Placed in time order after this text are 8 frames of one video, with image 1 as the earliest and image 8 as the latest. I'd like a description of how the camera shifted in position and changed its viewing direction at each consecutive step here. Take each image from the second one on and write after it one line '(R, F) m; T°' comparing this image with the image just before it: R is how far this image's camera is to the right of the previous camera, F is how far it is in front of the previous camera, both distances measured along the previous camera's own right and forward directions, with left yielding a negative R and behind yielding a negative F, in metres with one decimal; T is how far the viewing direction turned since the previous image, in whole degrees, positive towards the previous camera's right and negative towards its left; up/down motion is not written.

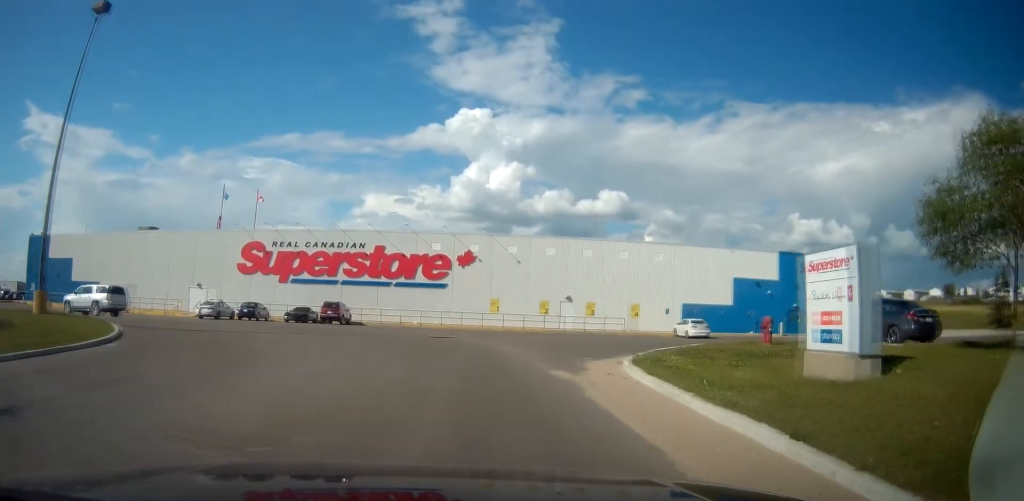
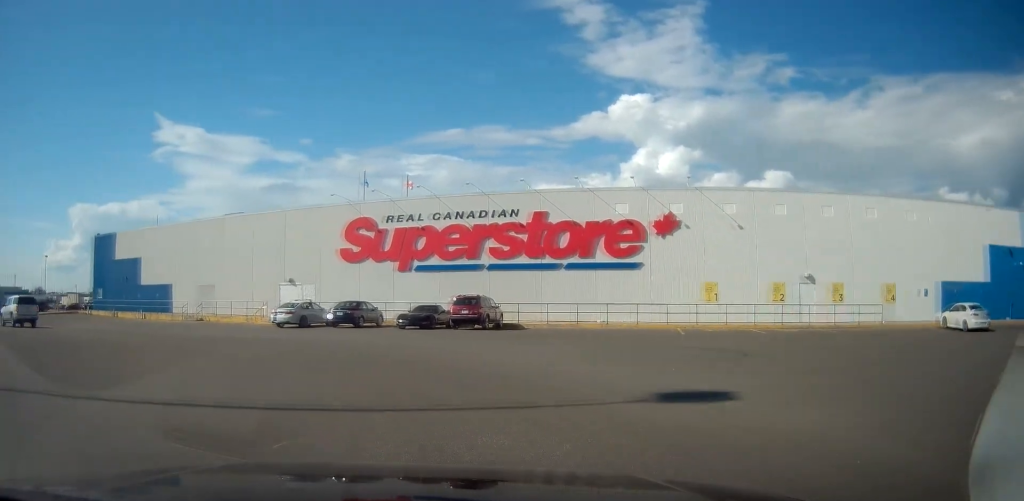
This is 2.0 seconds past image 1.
(-1.7, +15.2) m; -18°
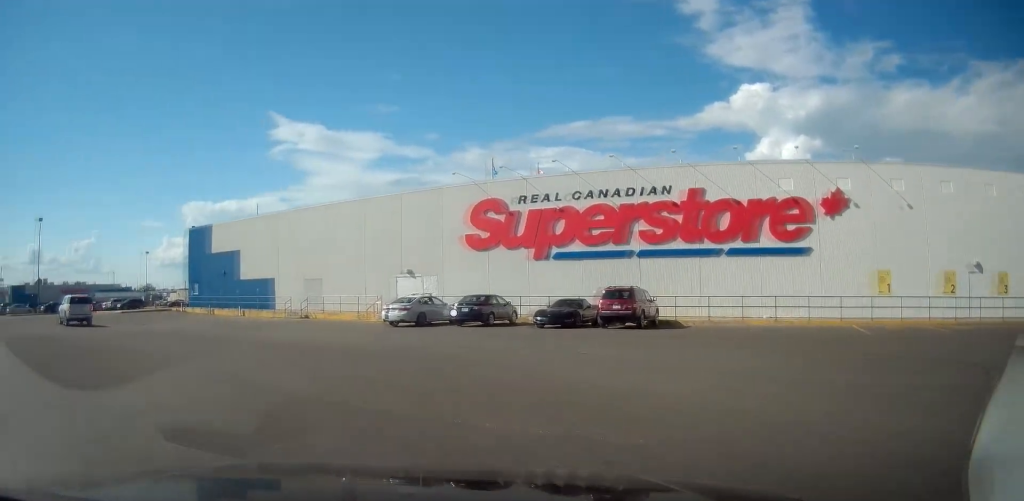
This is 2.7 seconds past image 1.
(-0.5, +5.0) m; -15°
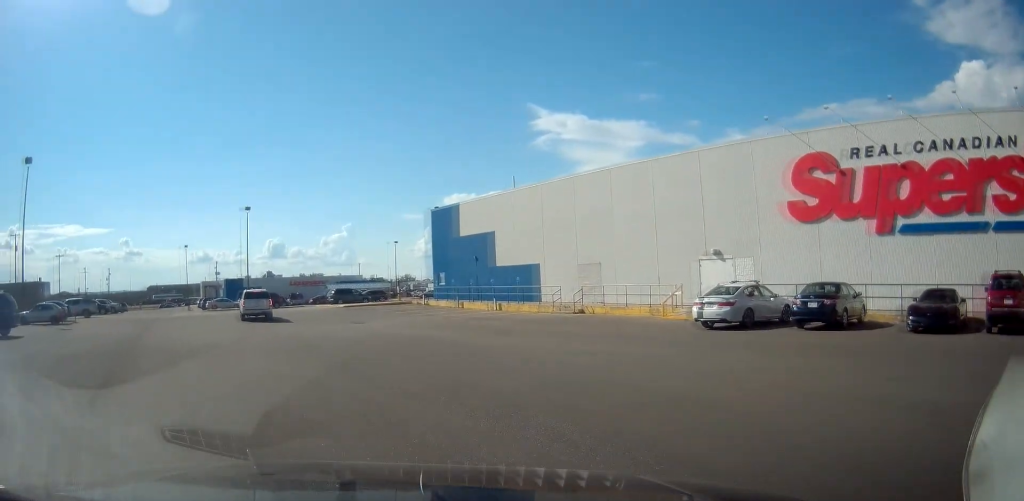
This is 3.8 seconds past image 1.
(-2.4, +8.3) m; -27°
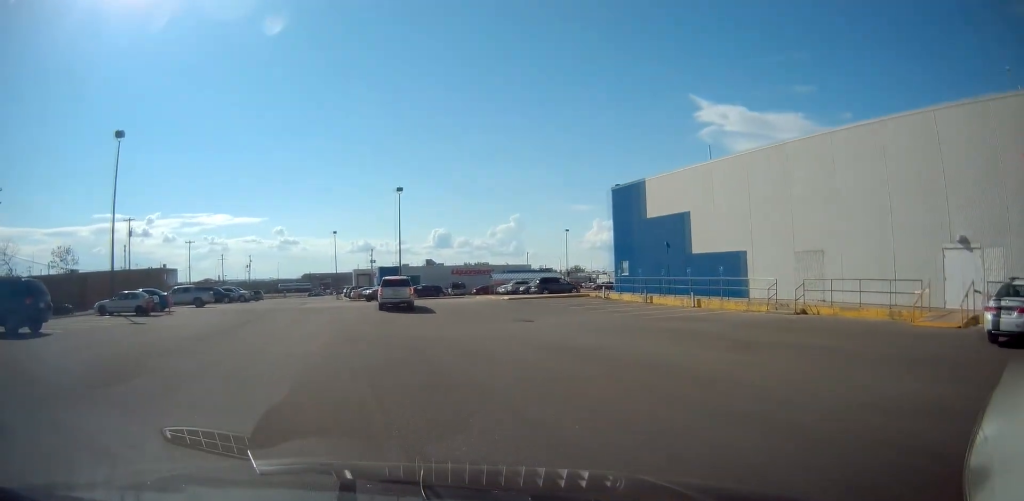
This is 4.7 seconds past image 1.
(-1.0, +7.1) m; -11°
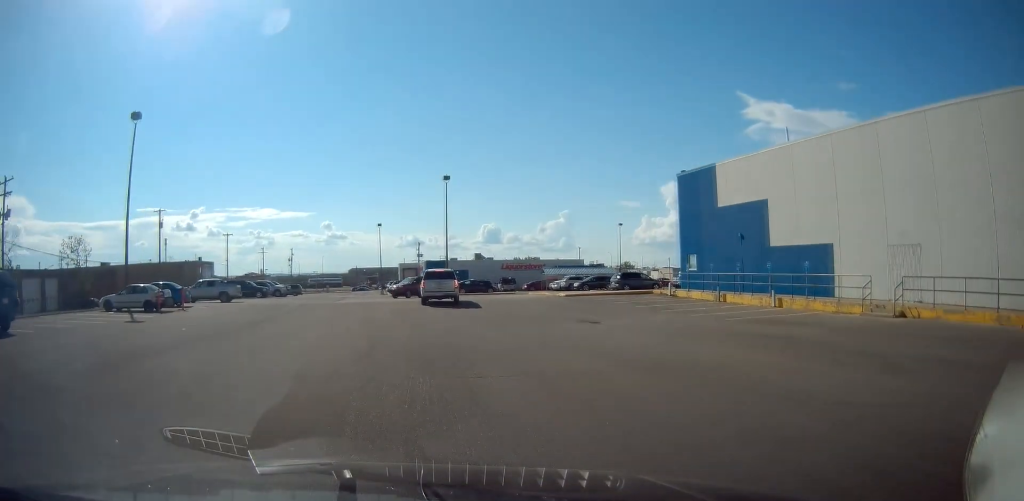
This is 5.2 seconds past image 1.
(+0.2, +4.0) m; -3°
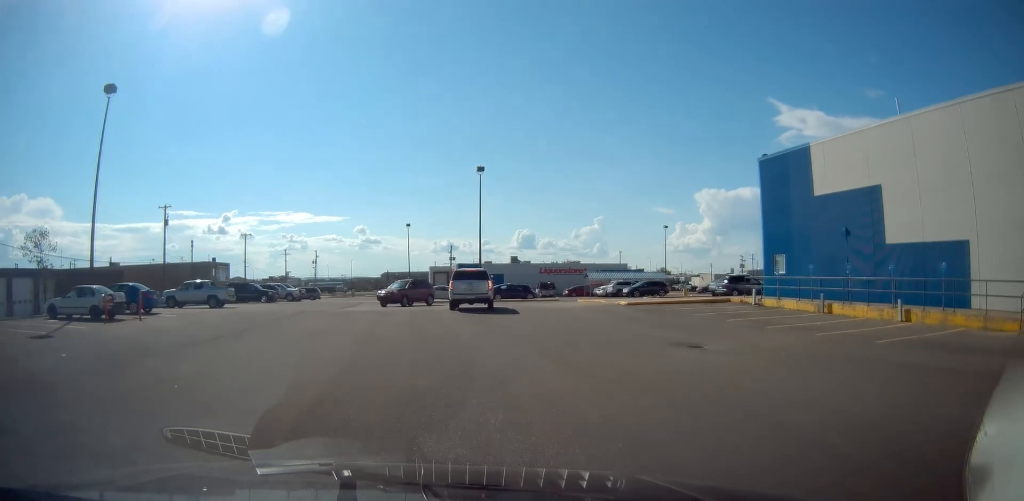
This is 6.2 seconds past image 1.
(-0.8, +7.5) m; -9°
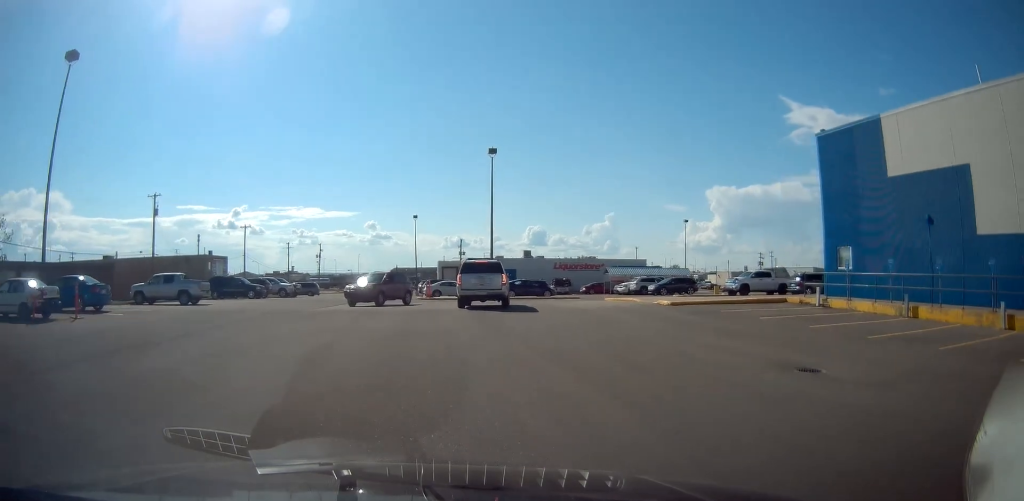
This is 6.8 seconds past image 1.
(-0.3, +5.3) m; -3°
